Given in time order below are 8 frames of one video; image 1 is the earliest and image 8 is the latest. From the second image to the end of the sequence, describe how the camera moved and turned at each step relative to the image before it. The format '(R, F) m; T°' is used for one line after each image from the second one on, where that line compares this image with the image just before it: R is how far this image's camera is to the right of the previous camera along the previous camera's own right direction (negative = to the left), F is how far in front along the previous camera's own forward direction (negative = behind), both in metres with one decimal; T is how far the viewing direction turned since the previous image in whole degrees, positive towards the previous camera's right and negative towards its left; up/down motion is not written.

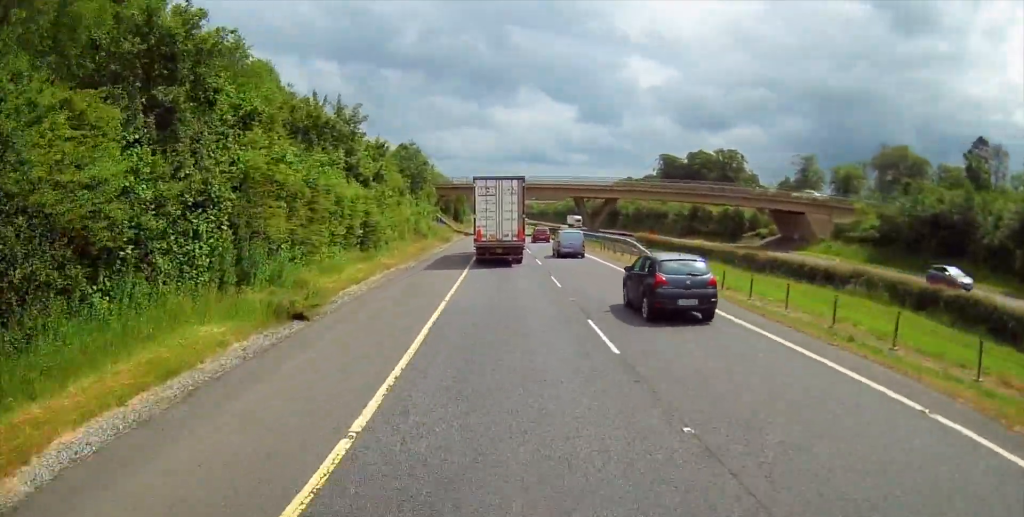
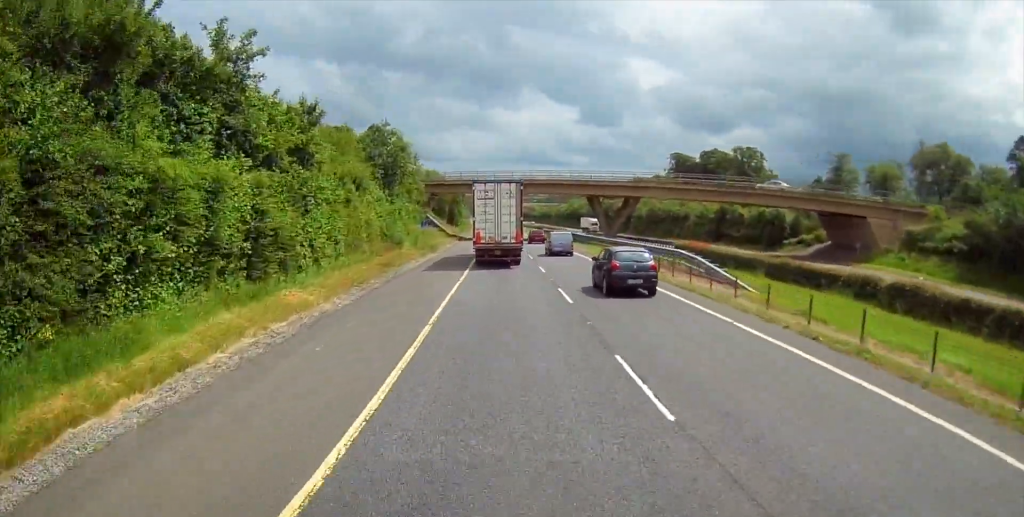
(0.0, +15.9) m; 0°
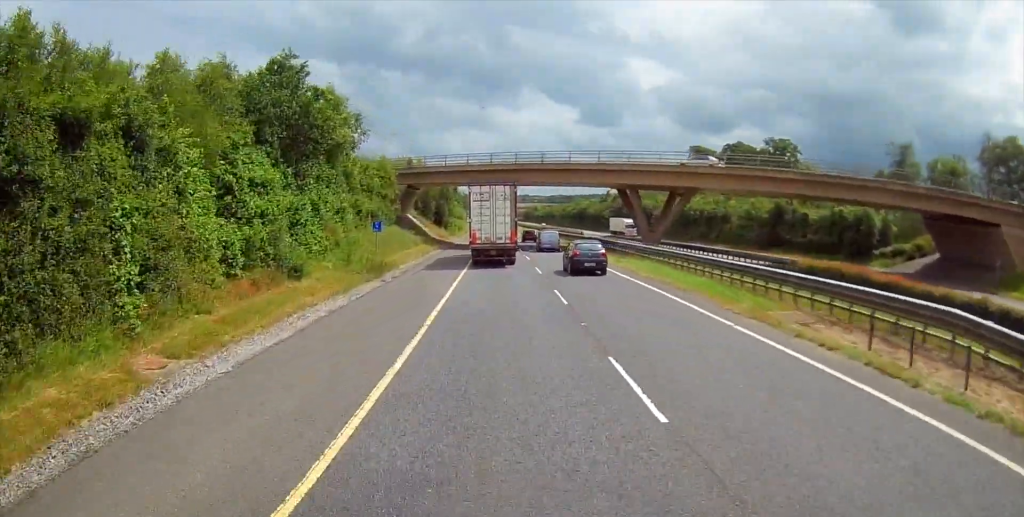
(0.0, +24.1) m; +1°
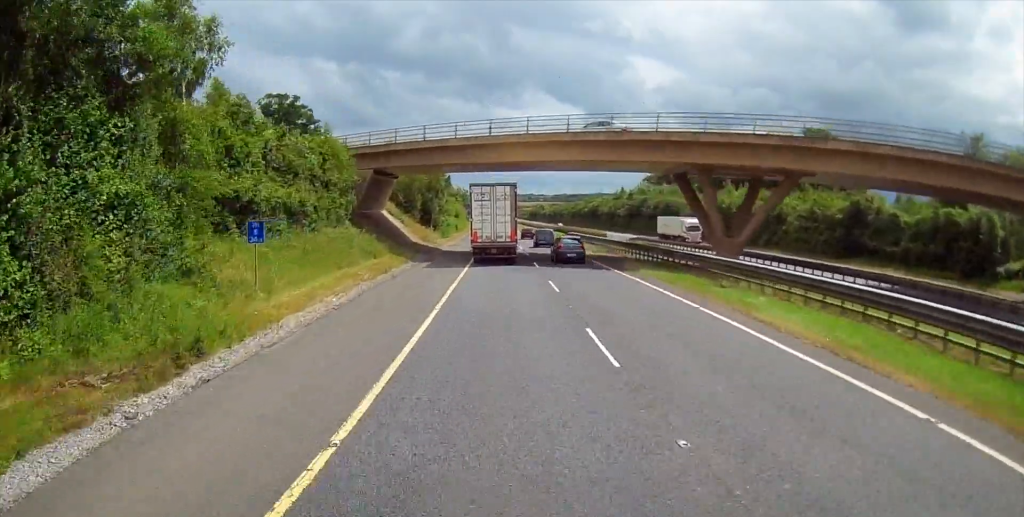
(+0.2, +21.1) m; 0°
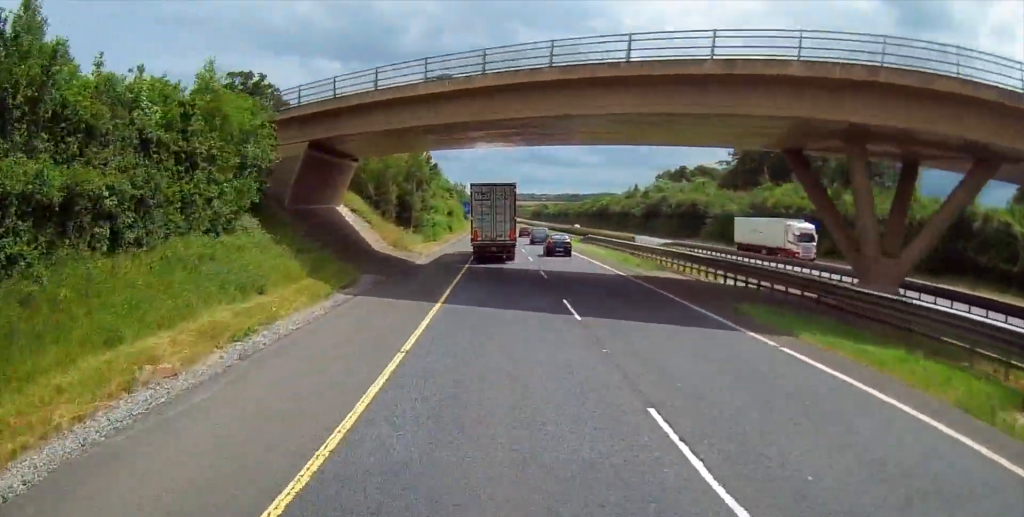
(-0.2, +18.5) m; 0°
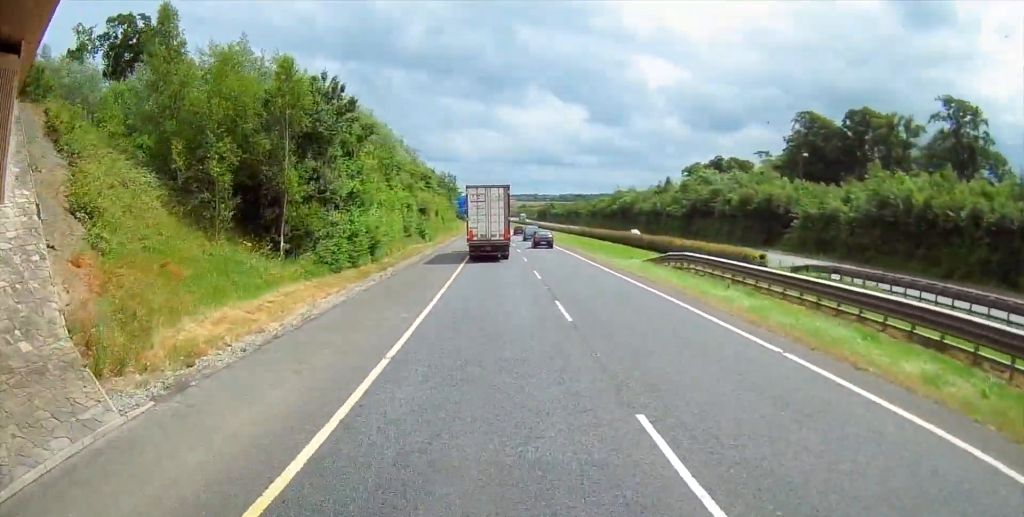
(+0.1, +36.4) m; 0°
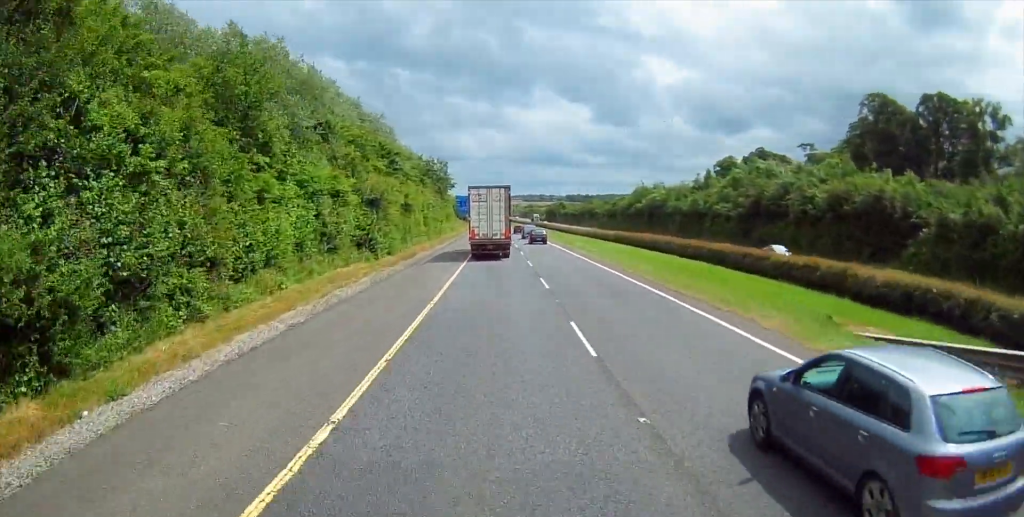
(-0.4, +28.2) m; -1°
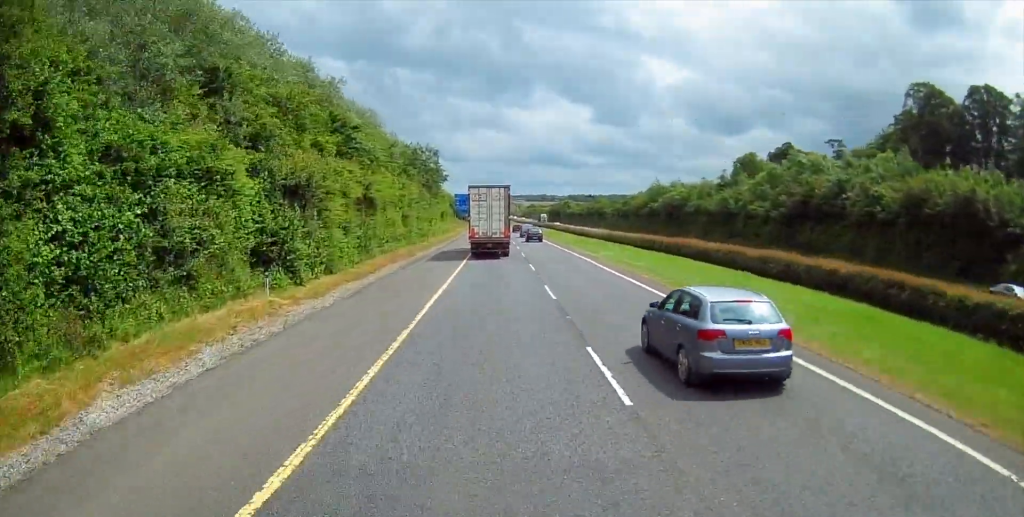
(+0.2, +15.6) m; 0°
